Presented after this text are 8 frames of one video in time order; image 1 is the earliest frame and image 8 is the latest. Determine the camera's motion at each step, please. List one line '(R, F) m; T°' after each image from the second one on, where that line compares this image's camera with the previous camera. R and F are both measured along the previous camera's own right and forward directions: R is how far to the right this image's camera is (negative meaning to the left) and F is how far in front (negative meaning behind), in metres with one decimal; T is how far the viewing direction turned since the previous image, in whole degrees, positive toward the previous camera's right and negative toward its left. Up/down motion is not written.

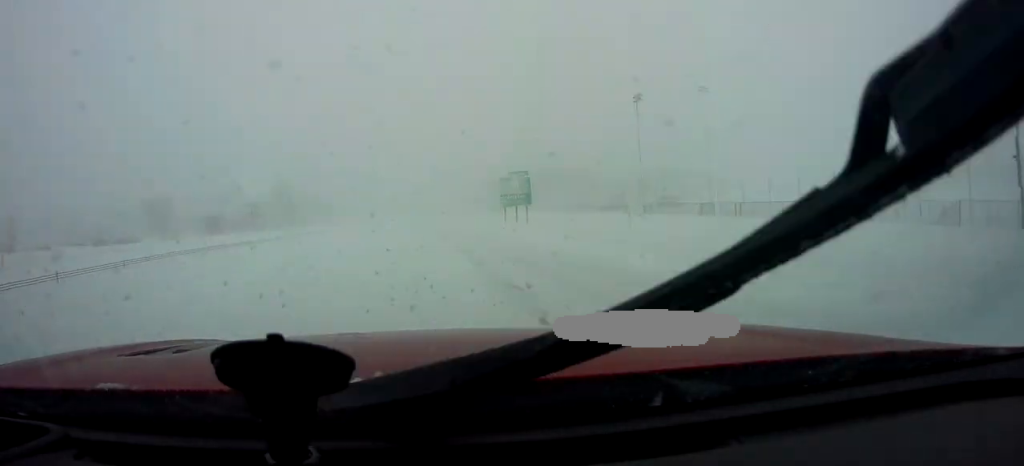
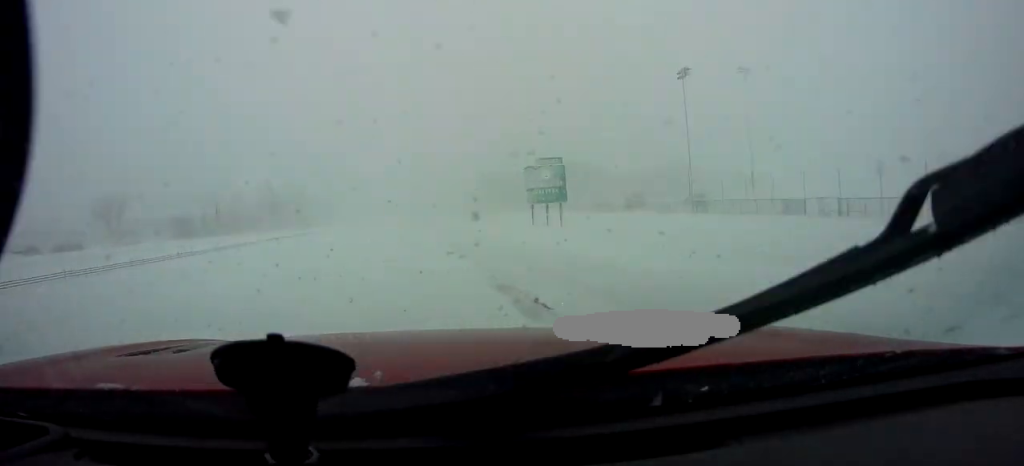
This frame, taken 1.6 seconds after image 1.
(-0.1, +19.5) m; -2°
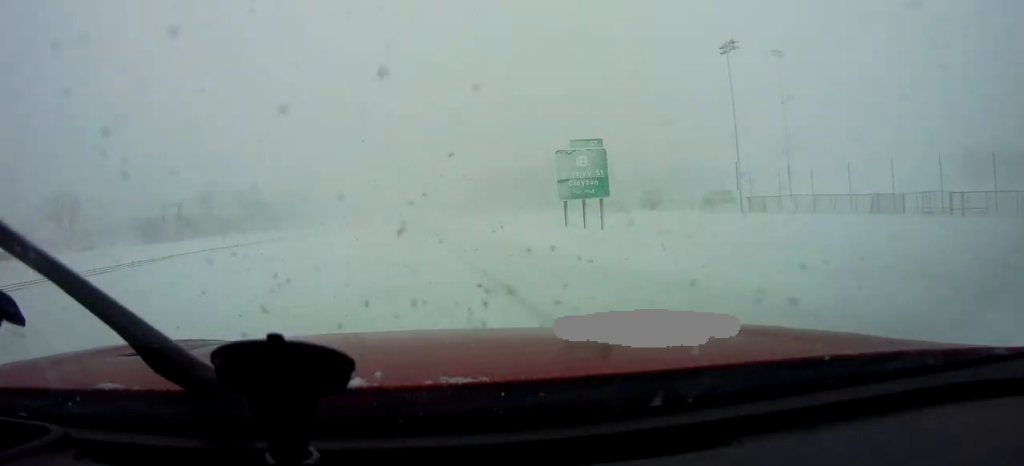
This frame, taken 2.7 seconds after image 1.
(+0.1, +14.5) m; +2°
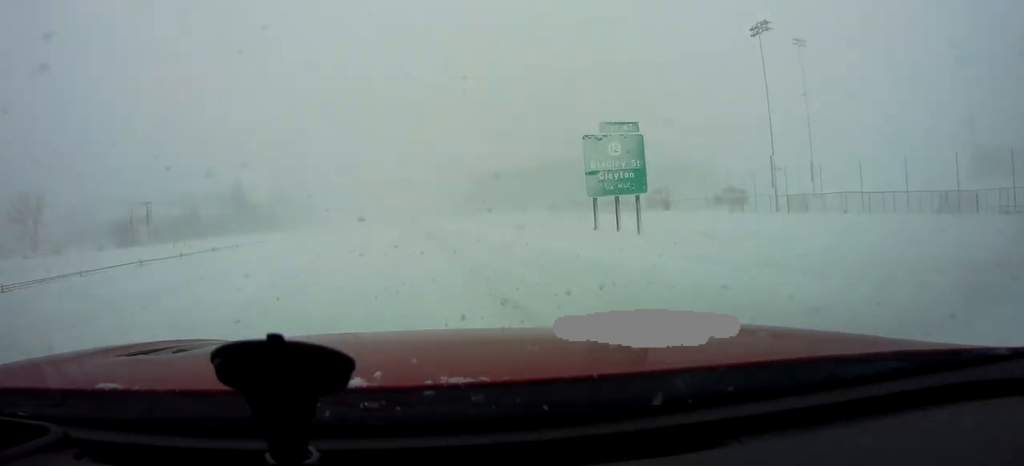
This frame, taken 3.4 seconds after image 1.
(+0.2, +8.7) m; +1°
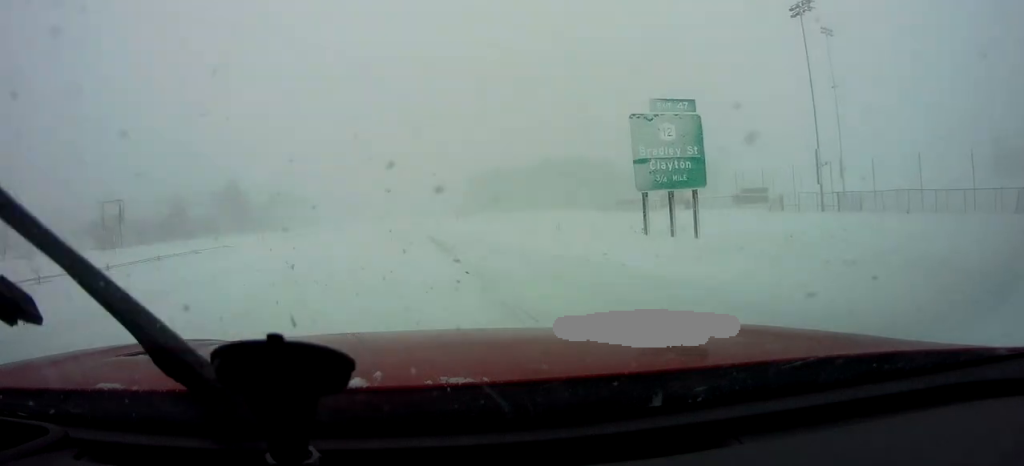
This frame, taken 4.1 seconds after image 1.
(0.0, +7.9) m; +1°
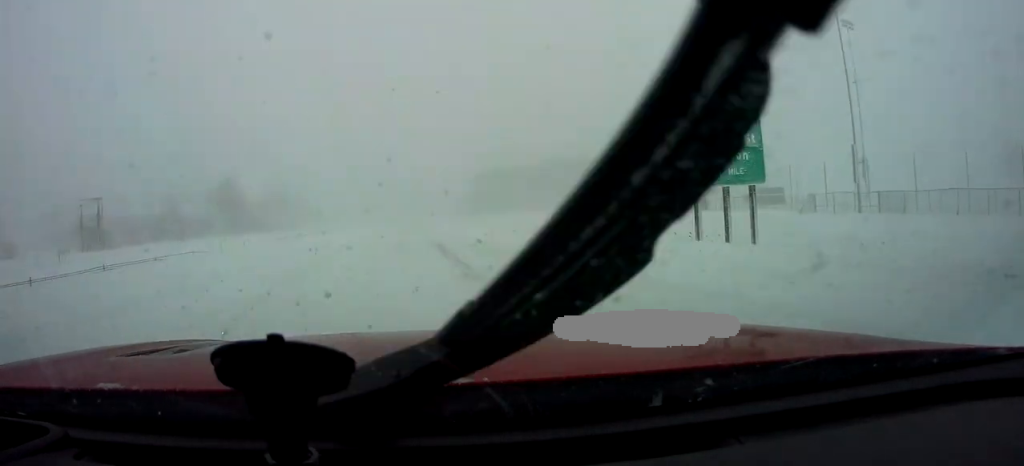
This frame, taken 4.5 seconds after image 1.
(-0.1, +5.4) m; +1°
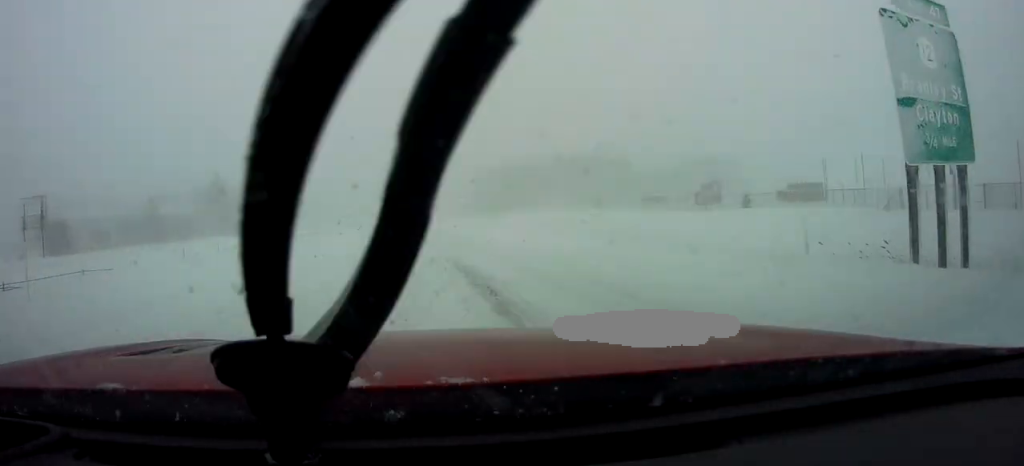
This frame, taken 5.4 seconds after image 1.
(+0.3, +11.5) m; 0°
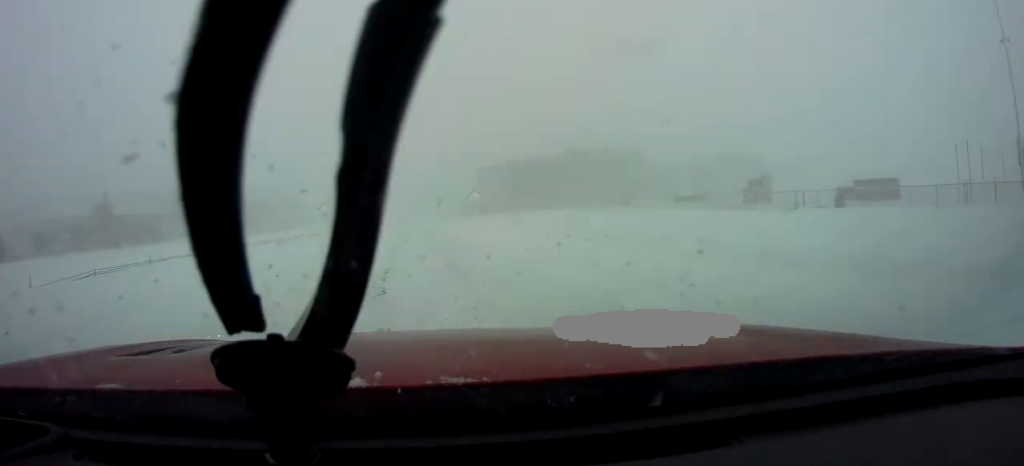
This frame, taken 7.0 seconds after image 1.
(-0.5, +19.2) m; -1°
